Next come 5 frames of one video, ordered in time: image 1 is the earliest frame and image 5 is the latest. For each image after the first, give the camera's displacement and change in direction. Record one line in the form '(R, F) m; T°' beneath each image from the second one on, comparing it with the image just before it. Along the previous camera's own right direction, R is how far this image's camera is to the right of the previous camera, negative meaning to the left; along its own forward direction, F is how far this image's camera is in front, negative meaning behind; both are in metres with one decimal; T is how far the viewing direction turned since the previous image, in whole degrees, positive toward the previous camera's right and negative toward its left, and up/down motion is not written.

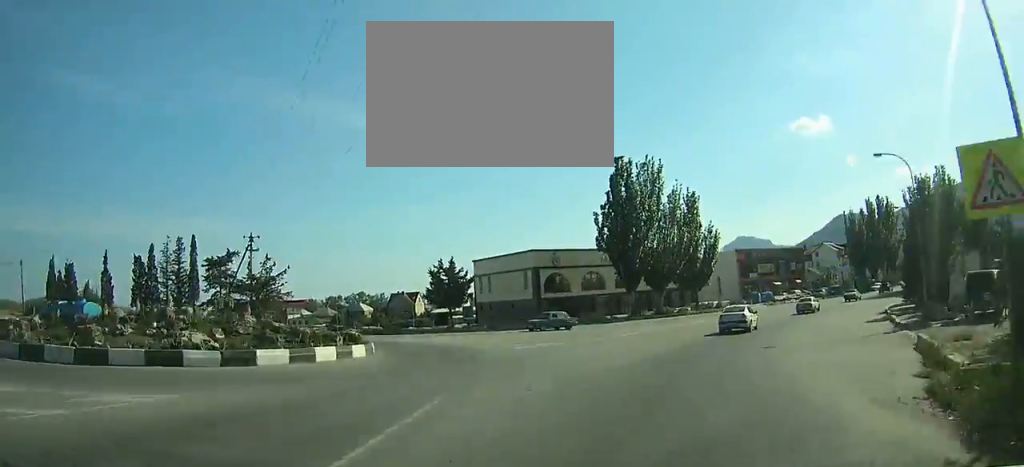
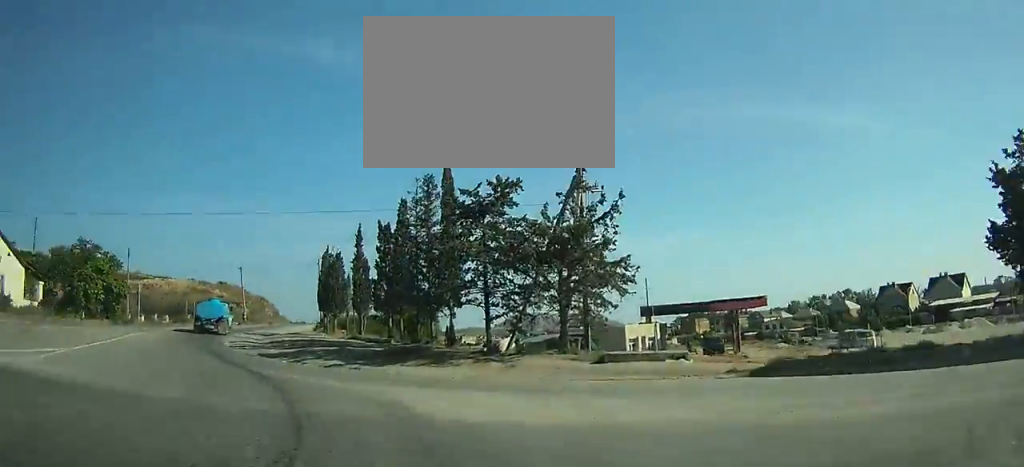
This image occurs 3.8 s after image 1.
(-4.1, +31.7) m; -38°
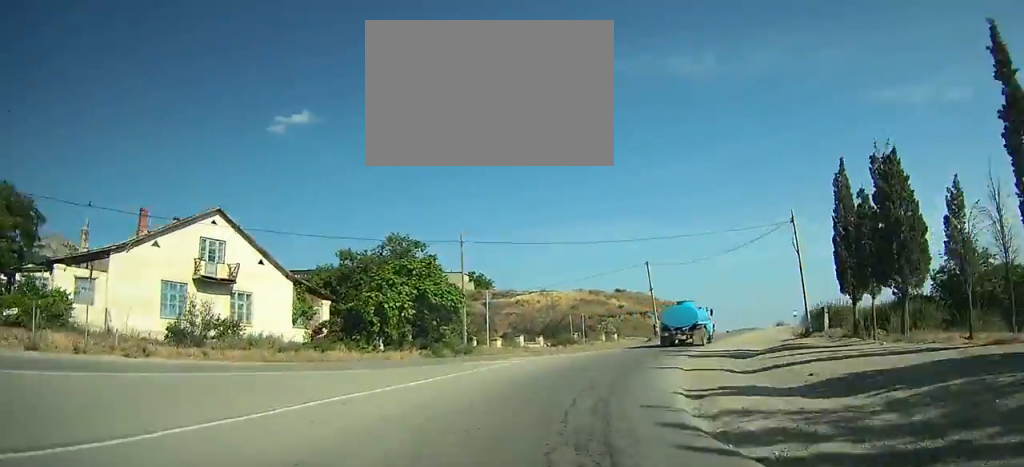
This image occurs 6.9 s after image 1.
(-11.0, +22.2) m; -27°
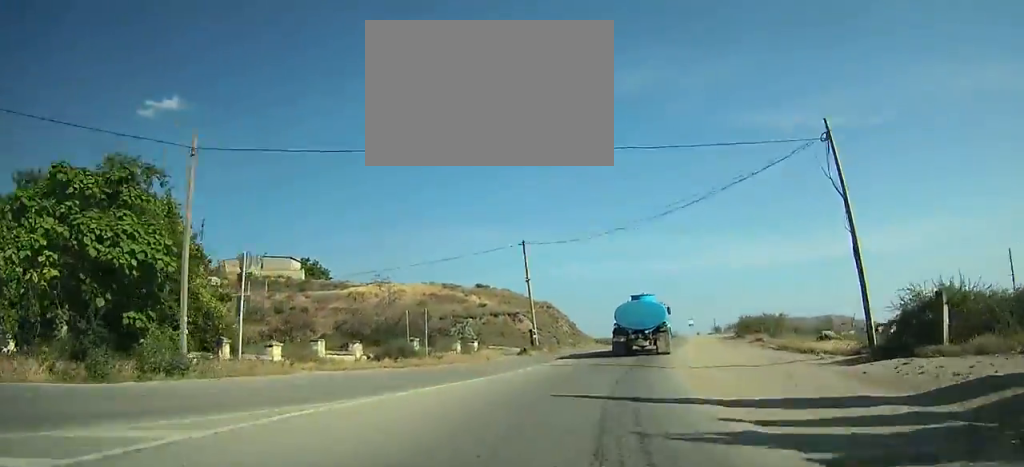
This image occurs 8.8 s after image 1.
(+0.3, +15.5) m; +4°
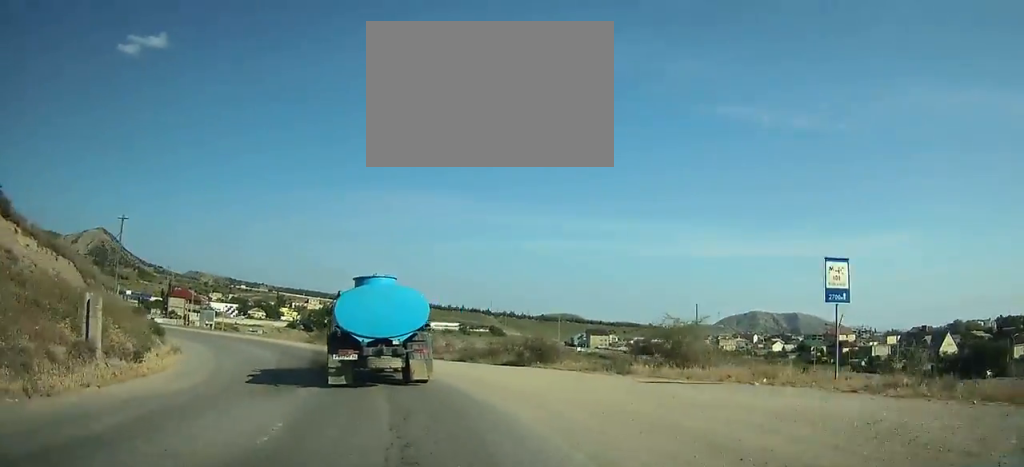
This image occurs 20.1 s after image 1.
(+11.2, +73.5) m; -4°
